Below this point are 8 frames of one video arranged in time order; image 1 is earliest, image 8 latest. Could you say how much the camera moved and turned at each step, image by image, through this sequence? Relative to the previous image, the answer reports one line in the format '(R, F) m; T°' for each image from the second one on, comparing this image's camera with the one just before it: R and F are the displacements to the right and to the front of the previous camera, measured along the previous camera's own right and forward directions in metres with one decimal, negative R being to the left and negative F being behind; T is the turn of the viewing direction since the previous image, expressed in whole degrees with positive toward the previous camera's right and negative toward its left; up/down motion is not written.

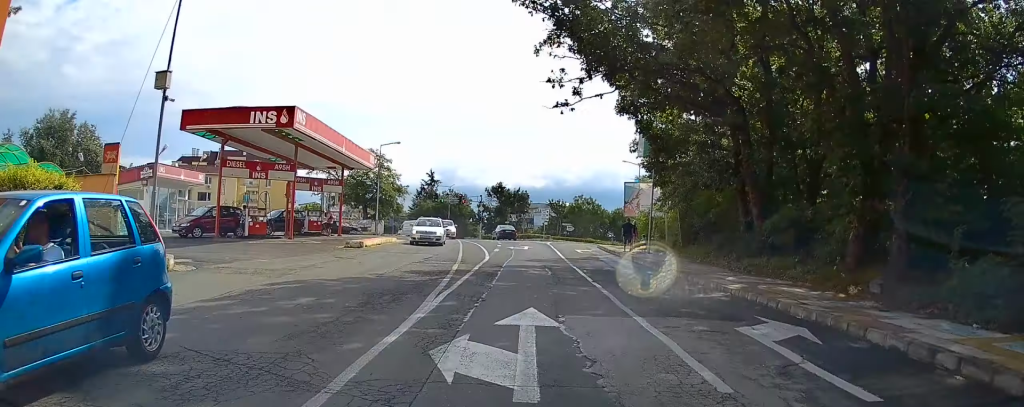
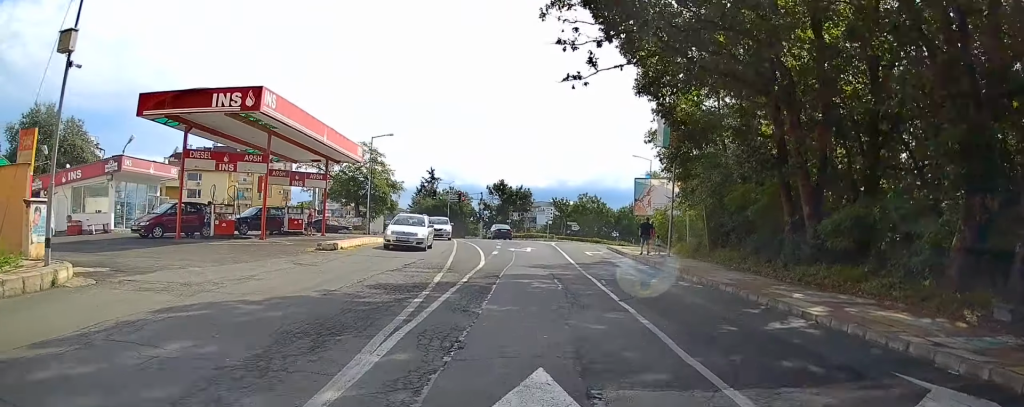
(+0.2, +4.1) m; 0°
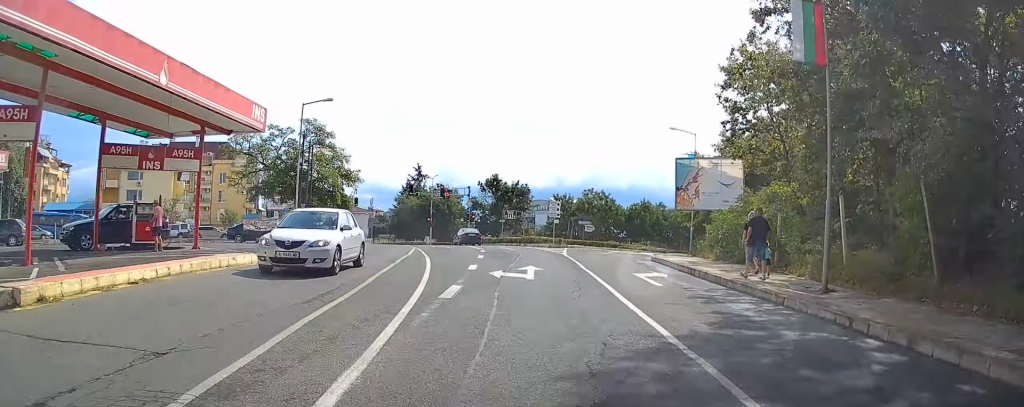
(-0.1, +15.9) m; 0°
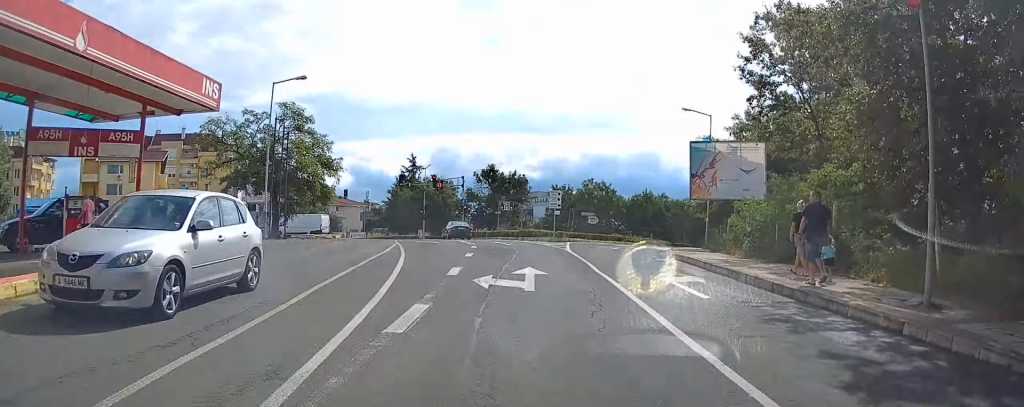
(+0.2, +4.0) m; 0°
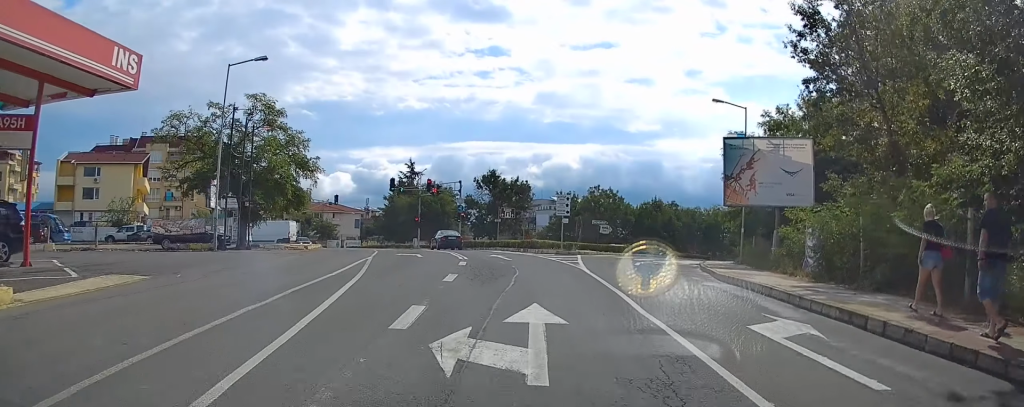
(-0.2, +5.5) m; -2°
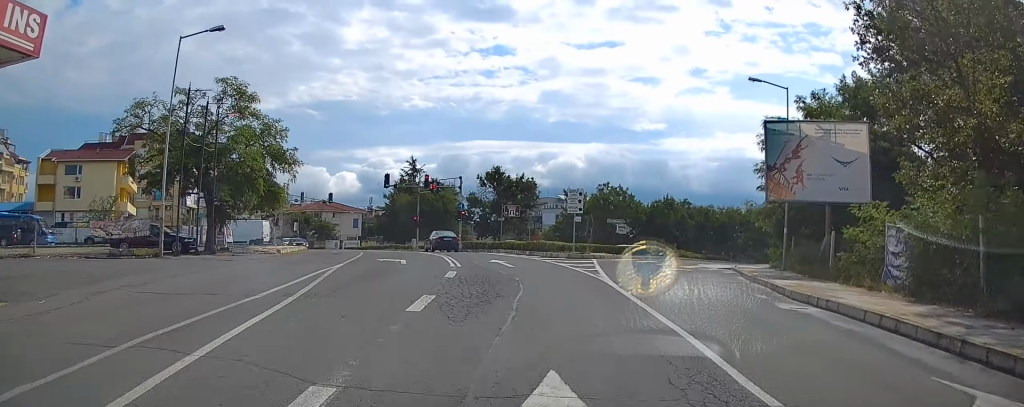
(-0.1, +4.6) m; -2°
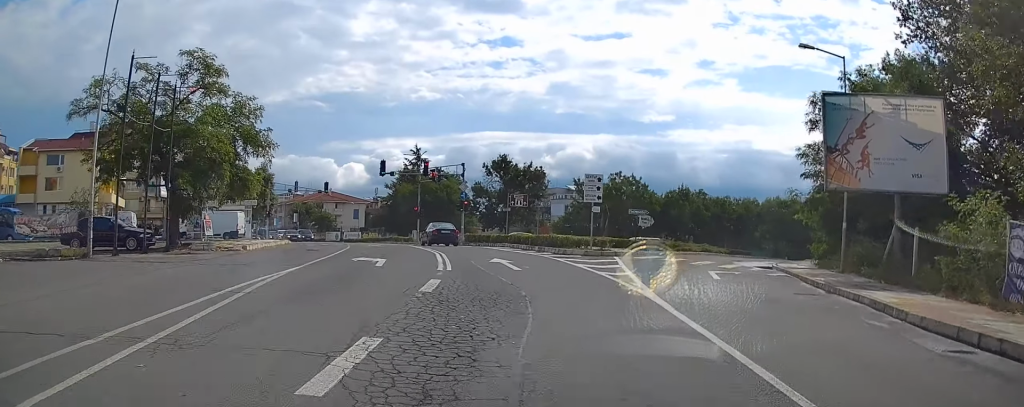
(0.0, +4.3) m; 0°
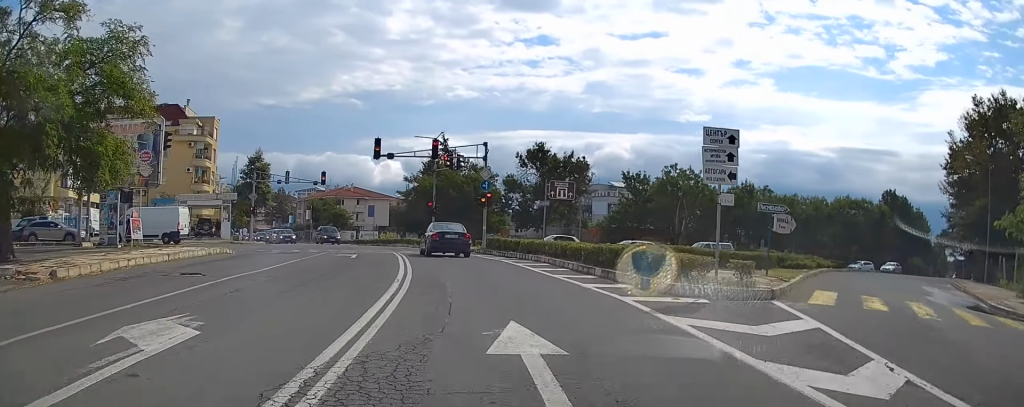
(-0.1, +12.0) m; -5°
